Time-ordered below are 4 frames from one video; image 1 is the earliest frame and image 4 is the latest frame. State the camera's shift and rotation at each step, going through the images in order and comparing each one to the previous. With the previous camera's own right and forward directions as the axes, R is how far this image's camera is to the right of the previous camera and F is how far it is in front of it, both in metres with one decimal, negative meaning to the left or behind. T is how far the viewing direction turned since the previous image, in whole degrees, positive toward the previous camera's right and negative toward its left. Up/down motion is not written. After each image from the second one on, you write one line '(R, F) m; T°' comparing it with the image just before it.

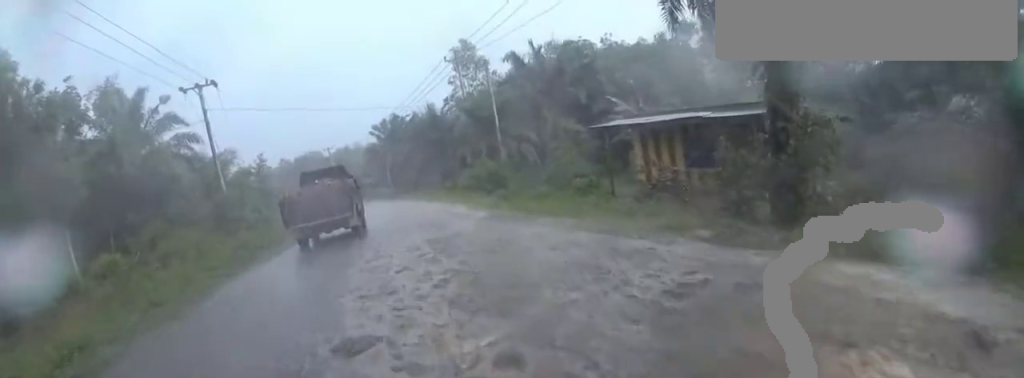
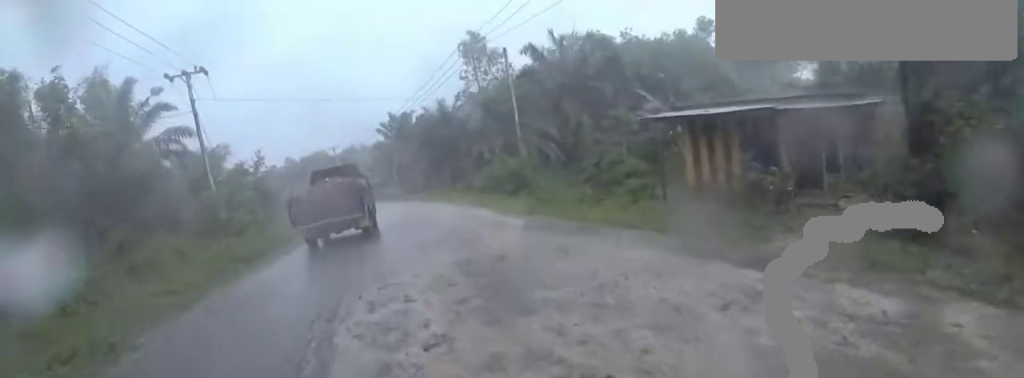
(0.0, +3.1) m; 0°
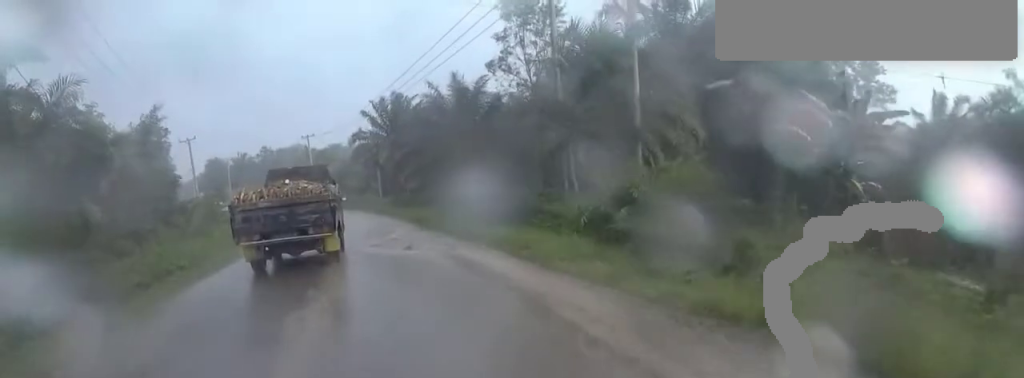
(+0.5, +15.2) m; +15°
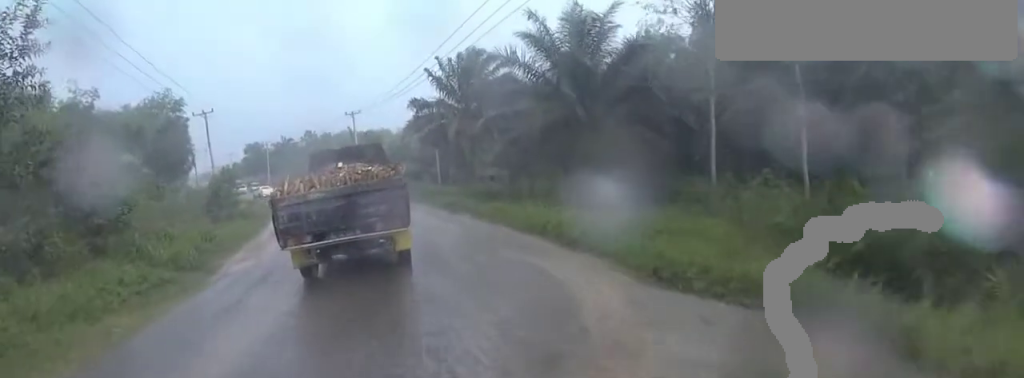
(-4.7, +9.4) m; -26°
